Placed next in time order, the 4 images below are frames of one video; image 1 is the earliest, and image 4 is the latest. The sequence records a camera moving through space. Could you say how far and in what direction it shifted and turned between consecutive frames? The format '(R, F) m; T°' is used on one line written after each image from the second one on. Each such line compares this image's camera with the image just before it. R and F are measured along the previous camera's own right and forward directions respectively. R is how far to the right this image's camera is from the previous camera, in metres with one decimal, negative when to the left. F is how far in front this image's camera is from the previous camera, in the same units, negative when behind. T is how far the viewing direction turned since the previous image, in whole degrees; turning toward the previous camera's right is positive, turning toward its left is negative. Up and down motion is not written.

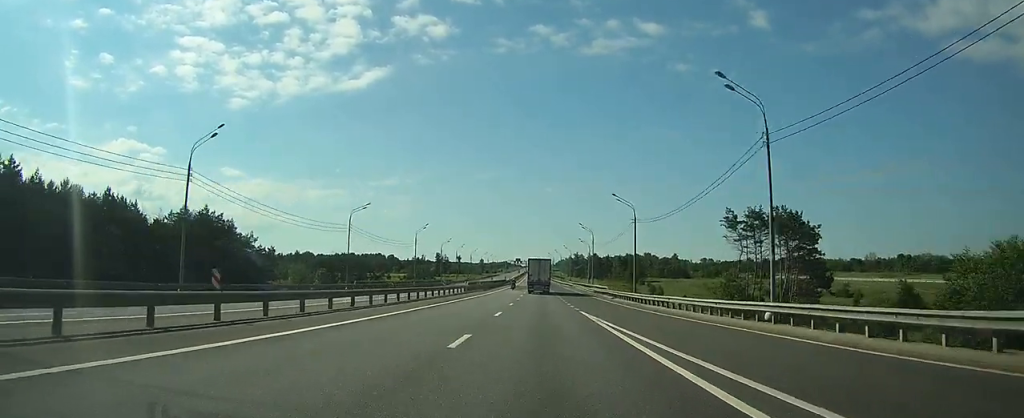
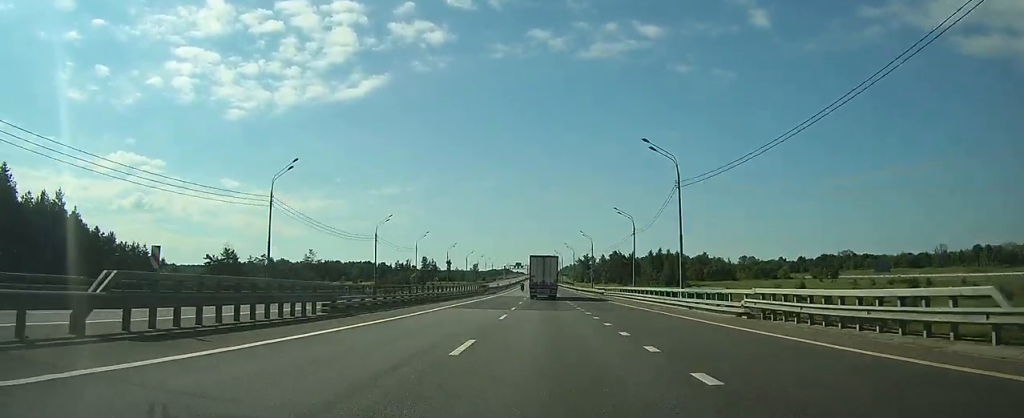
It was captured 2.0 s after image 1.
(-0.3, +60.8) m; -1°
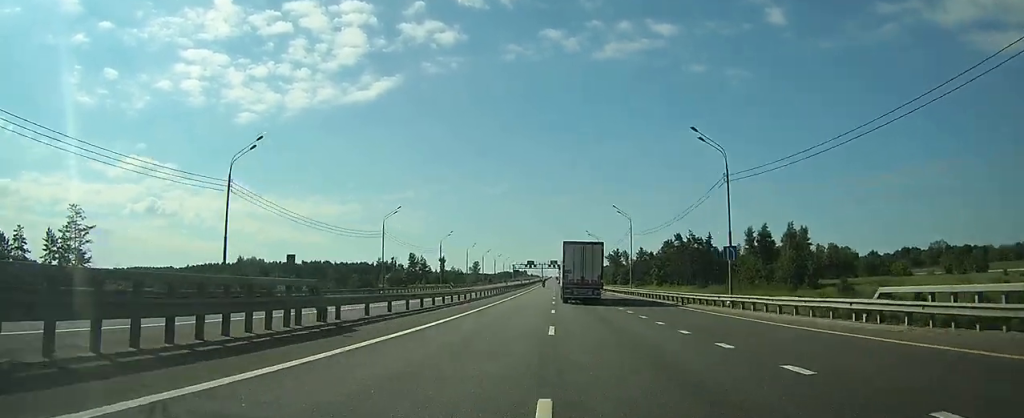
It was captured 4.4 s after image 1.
(-0.9, +75.0) m; -1°
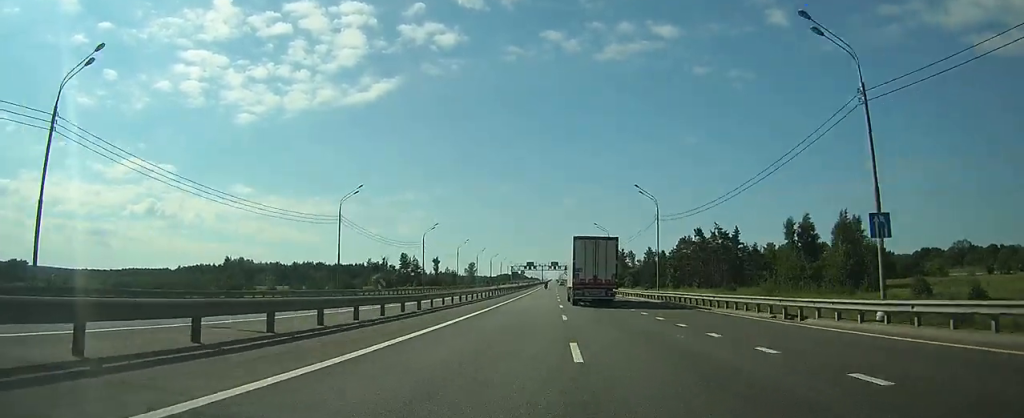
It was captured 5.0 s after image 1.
(-0.2, +17.4) m; 0°
